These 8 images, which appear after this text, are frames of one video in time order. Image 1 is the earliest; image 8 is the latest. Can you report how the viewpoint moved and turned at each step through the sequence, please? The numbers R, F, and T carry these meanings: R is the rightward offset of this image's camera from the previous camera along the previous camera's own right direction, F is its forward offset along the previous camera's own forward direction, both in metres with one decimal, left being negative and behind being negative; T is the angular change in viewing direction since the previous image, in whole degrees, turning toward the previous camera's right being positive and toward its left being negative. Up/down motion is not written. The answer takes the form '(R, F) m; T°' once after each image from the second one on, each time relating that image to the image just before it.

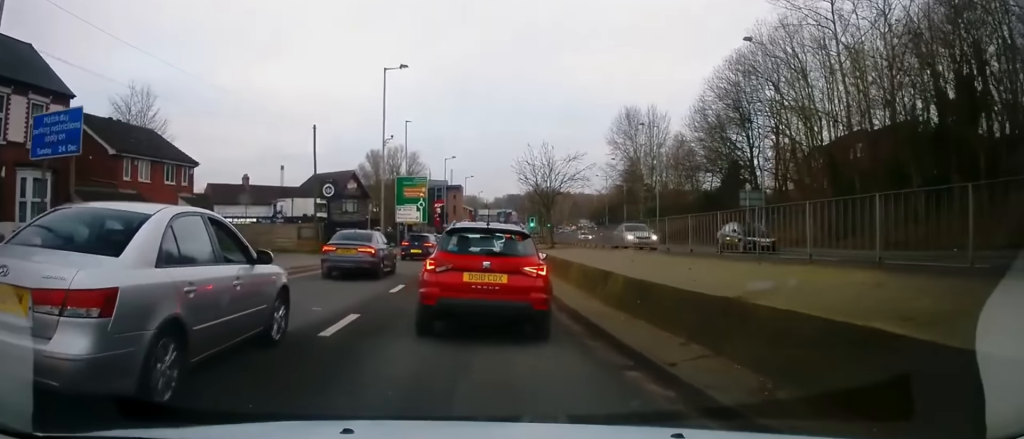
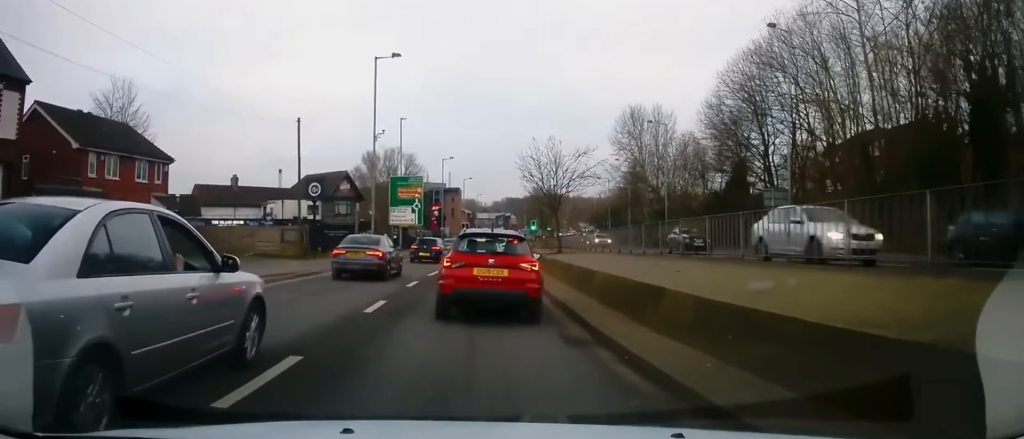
(-0.3, +3.8) m; +1°
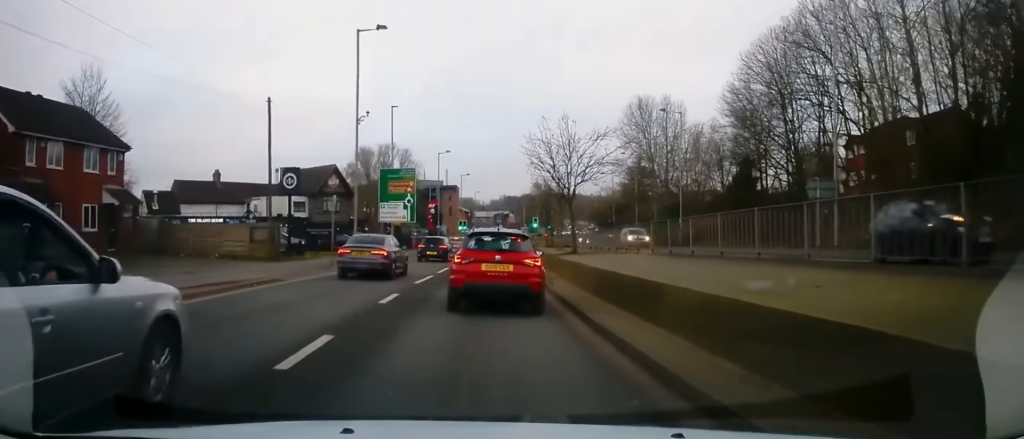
(+0.3, +5.0) m; +1°
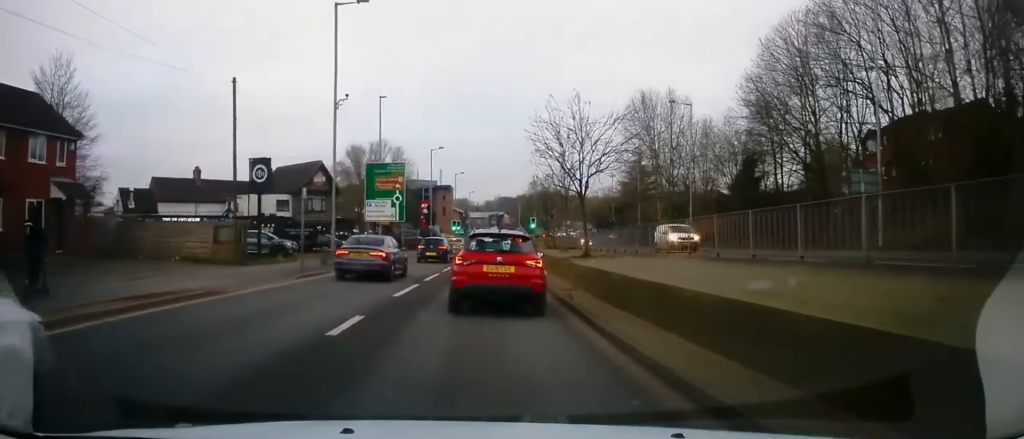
(-0.1, +3.9) m; -2°
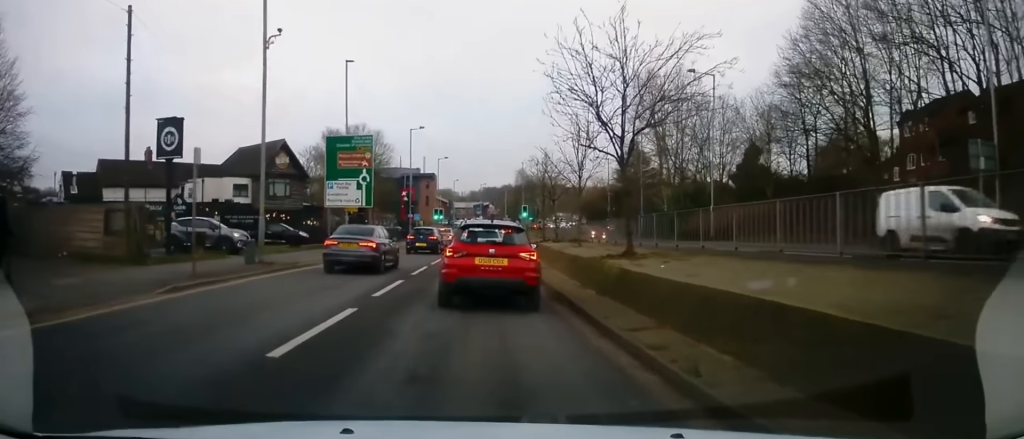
(-0.1, +6.2) m; 0°
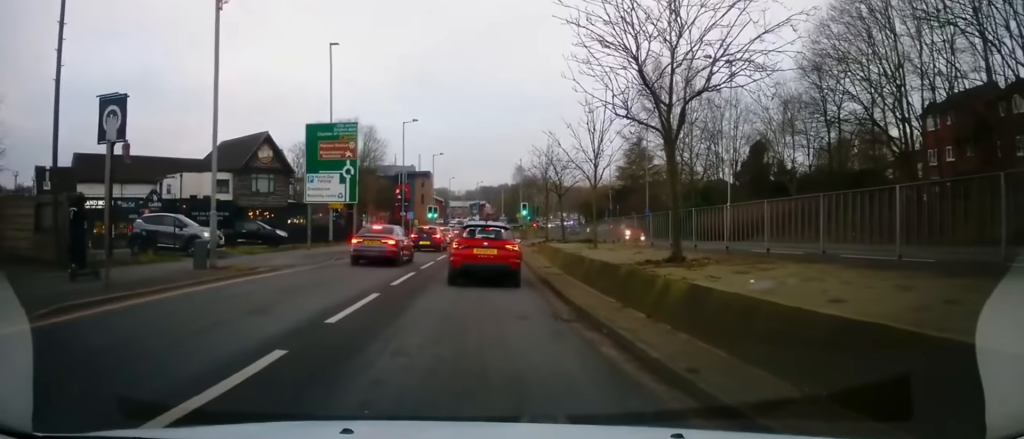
(+0.1, +2.7) m; 0°
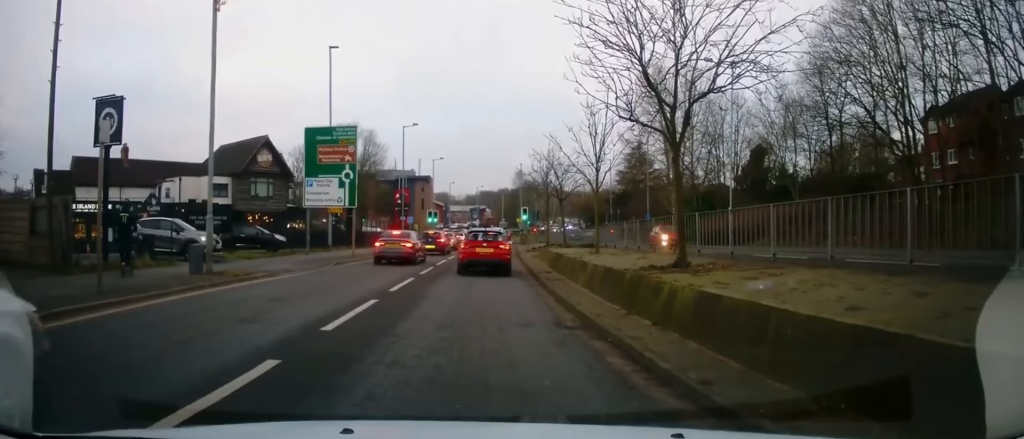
(0.0, +0.4) m; 0°
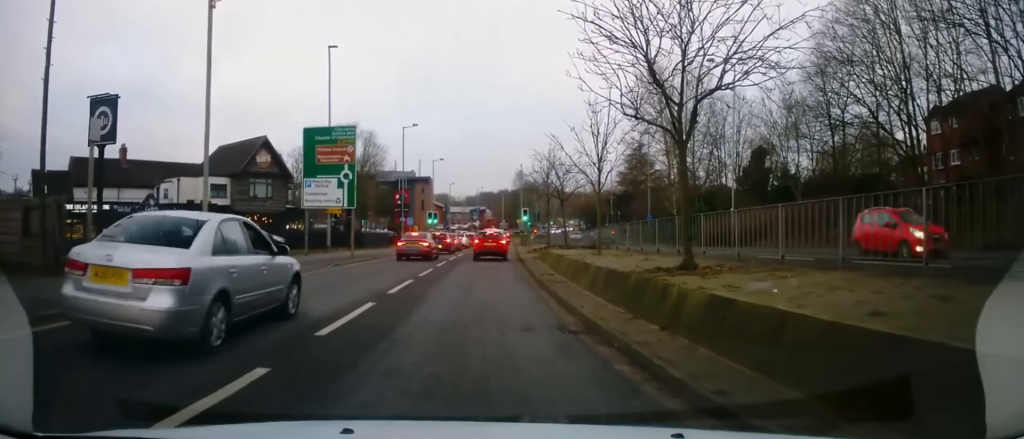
(0.0, +0.5) m; 0°
